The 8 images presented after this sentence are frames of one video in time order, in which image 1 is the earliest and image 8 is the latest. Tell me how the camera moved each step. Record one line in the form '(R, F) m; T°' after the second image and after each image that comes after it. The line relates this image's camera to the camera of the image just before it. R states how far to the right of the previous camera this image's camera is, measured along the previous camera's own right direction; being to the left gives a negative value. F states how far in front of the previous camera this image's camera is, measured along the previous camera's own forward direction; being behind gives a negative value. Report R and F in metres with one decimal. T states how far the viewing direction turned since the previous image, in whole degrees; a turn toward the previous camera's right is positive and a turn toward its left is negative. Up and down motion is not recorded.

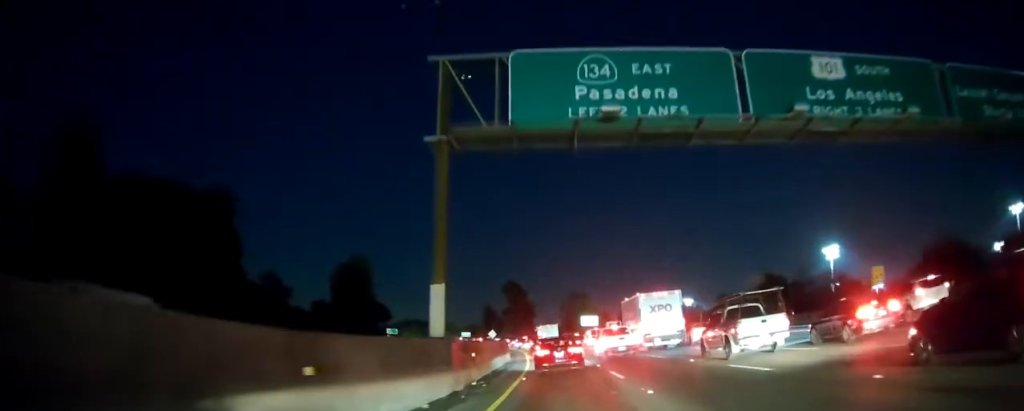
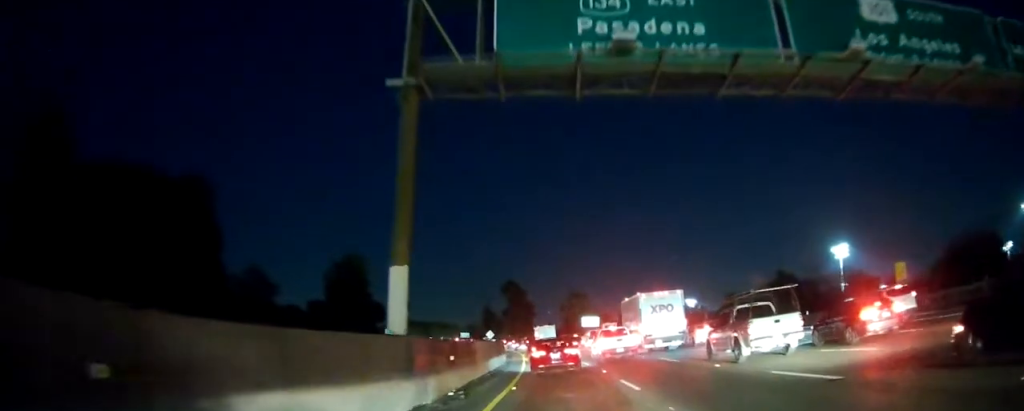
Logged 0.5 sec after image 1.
(+0.2, +4.3) m; -1°
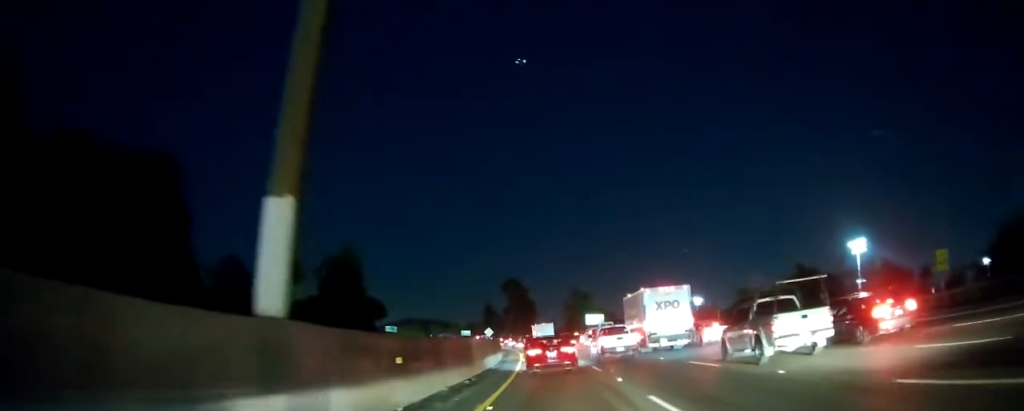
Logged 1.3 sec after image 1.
(-0.3, +5.9) m; -2°
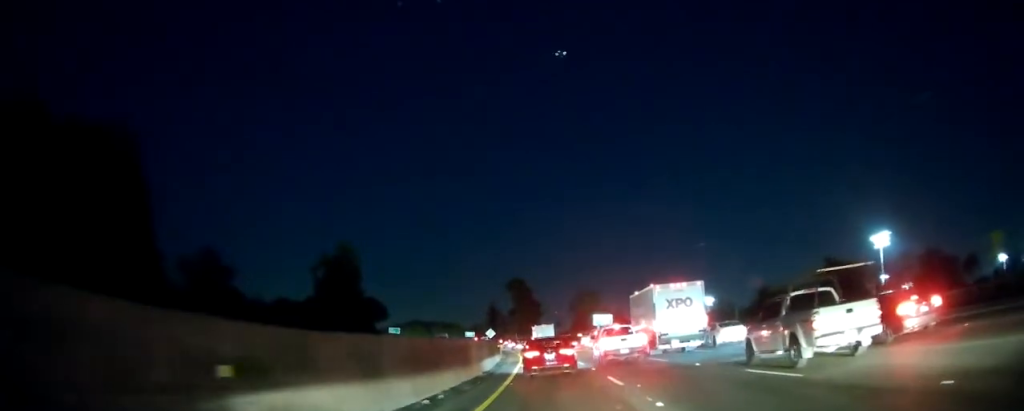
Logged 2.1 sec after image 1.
(-0.1, +6.9) m; 0°
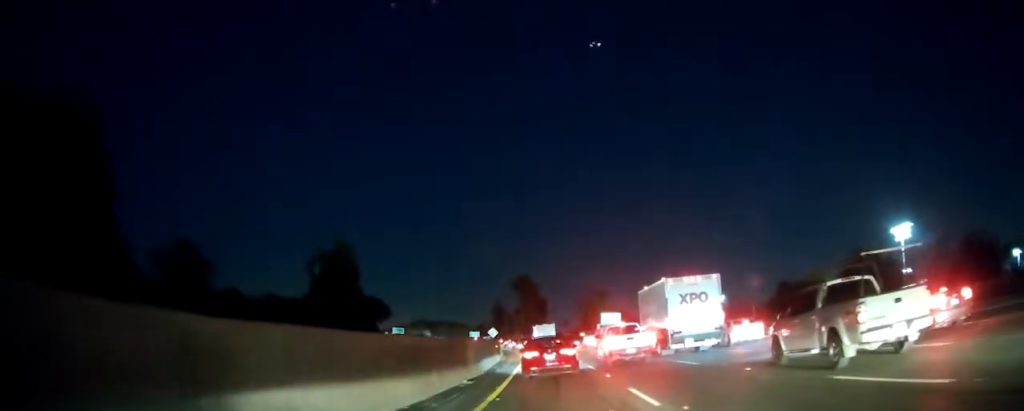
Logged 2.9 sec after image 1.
(+0.1, +5.7) m; +1°
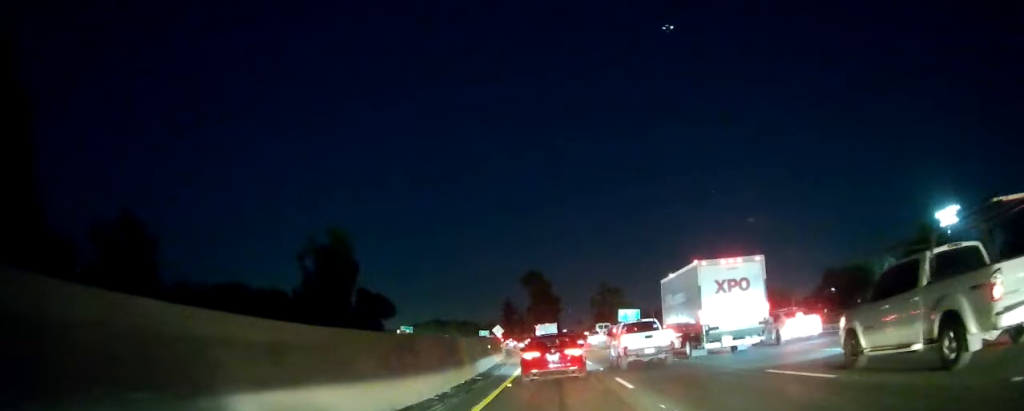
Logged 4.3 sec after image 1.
(+0.1, +10.9) m; -1°
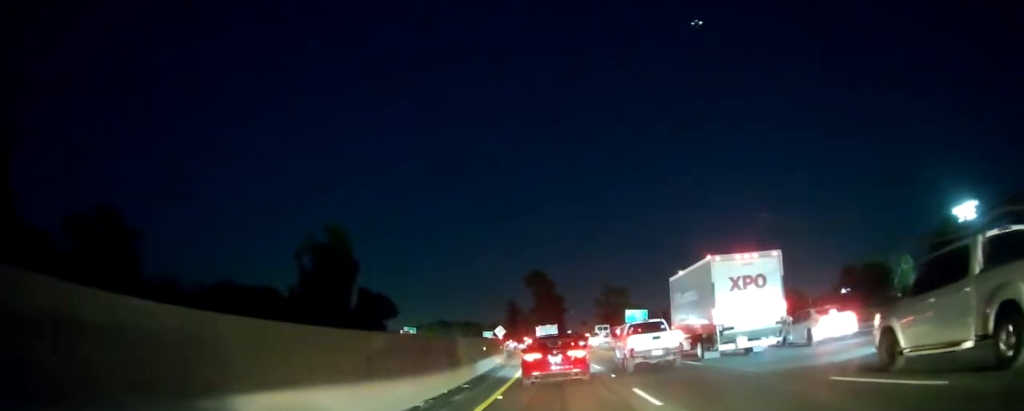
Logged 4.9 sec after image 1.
(-0.1, +4.1) m; -1°
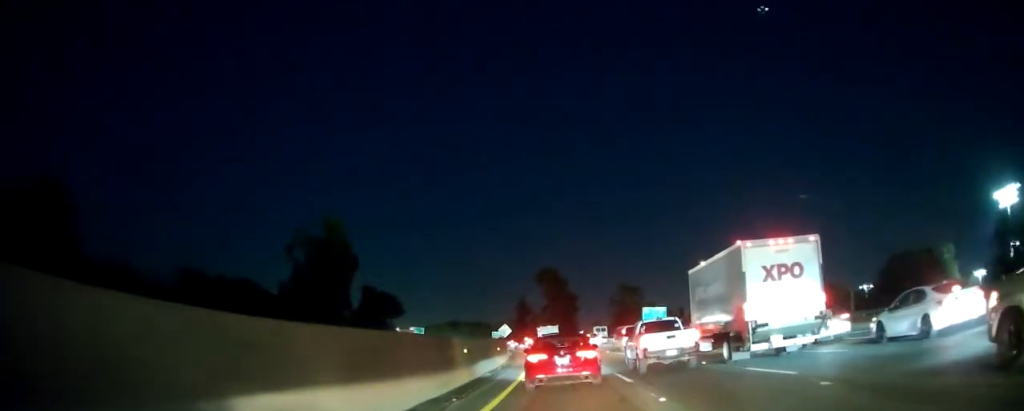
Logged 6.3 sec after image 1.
(-0.3, +8.9) m; -2°
